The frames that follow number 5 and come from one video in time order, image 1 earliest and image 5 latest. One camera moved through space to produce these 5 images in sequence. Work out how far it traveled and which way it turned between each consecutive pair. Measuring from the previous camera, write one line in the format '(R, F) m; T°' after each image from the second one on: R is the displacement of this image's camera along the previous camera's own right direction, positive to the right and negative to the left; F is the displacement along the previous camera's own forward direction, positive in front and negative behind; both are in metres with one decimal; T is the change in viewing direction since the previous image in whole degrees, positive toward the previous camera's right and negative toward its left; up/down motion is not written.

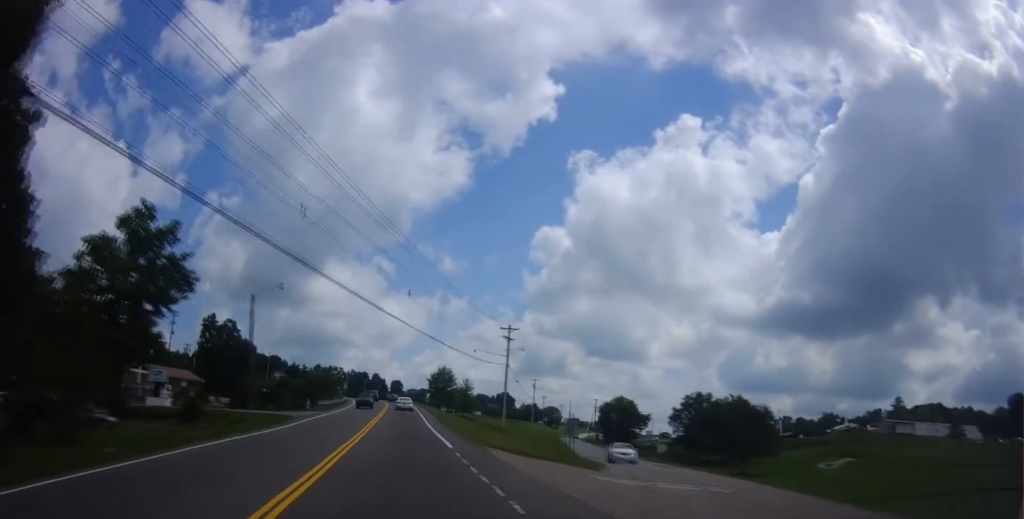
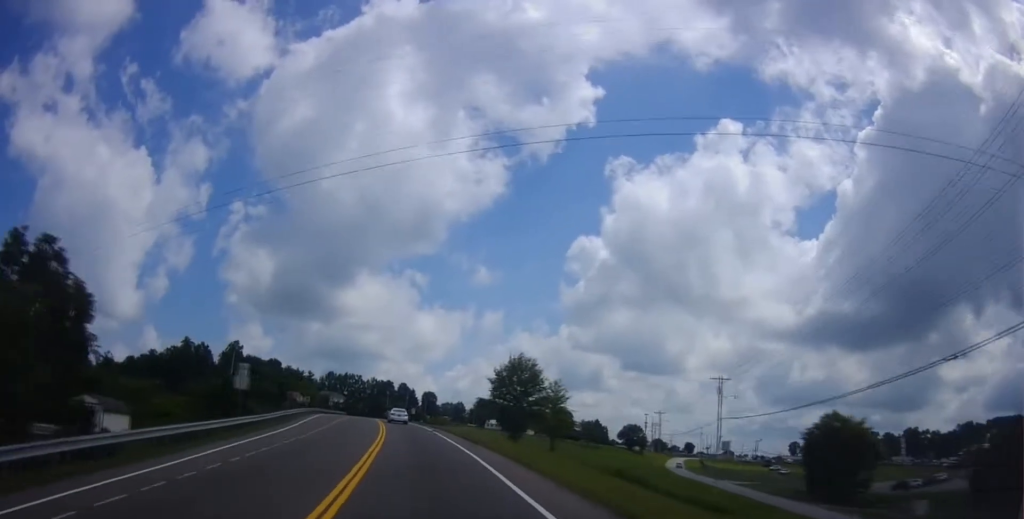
(-2.7, +75.8) m; -4°
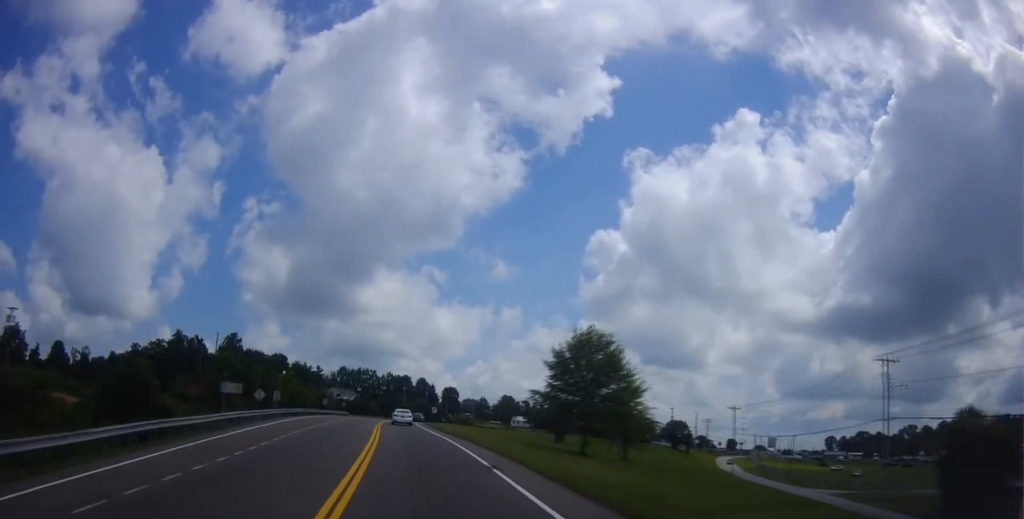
(-0.5, +24.7) m; -1°
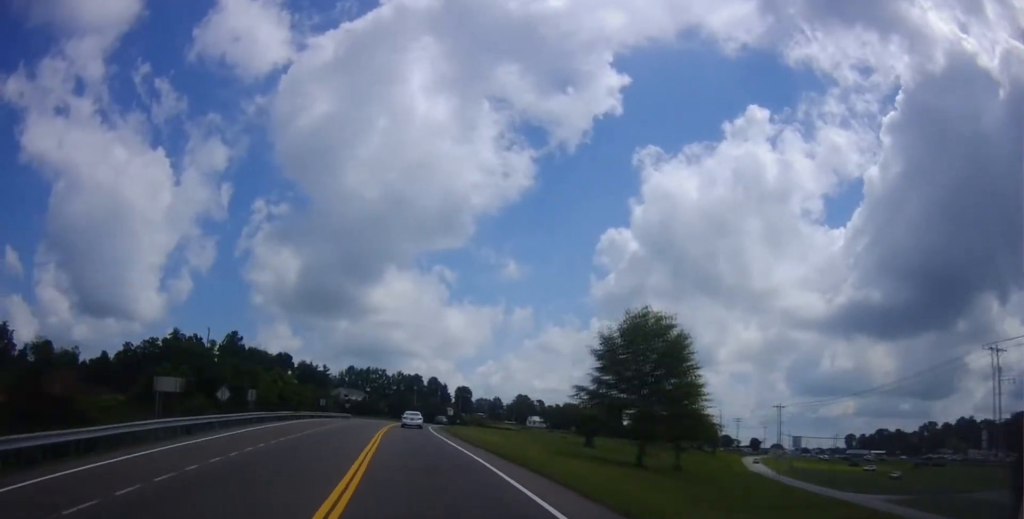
(0.0, +10.9) m; 0°
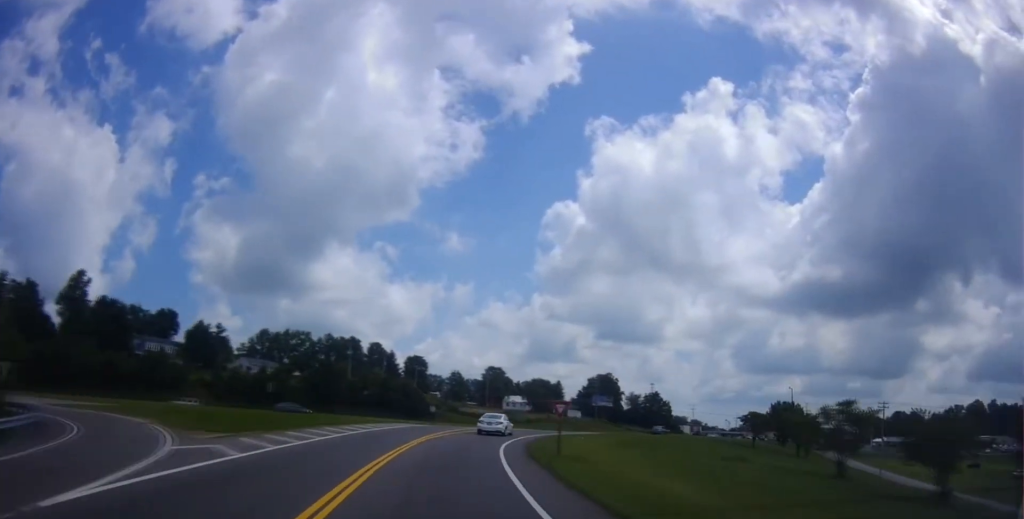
(+4.4, +76.4) m; +11°
